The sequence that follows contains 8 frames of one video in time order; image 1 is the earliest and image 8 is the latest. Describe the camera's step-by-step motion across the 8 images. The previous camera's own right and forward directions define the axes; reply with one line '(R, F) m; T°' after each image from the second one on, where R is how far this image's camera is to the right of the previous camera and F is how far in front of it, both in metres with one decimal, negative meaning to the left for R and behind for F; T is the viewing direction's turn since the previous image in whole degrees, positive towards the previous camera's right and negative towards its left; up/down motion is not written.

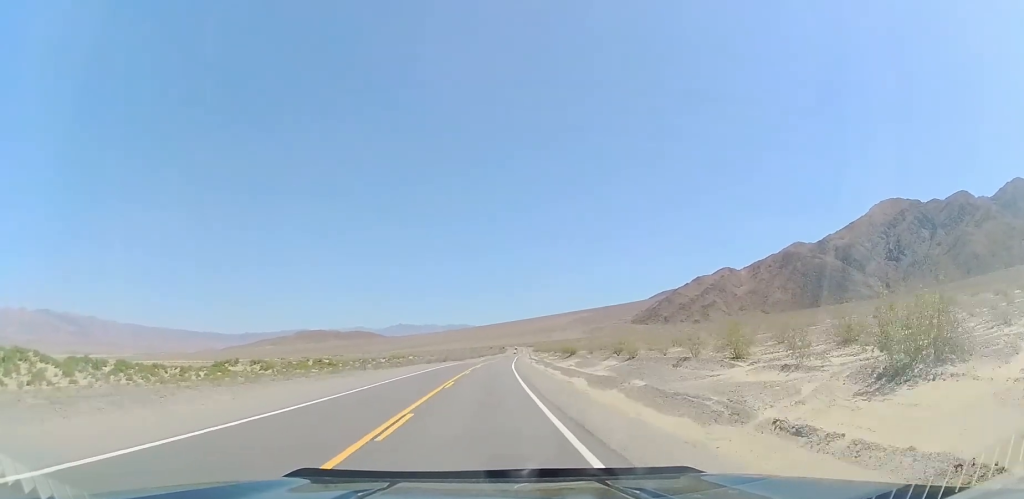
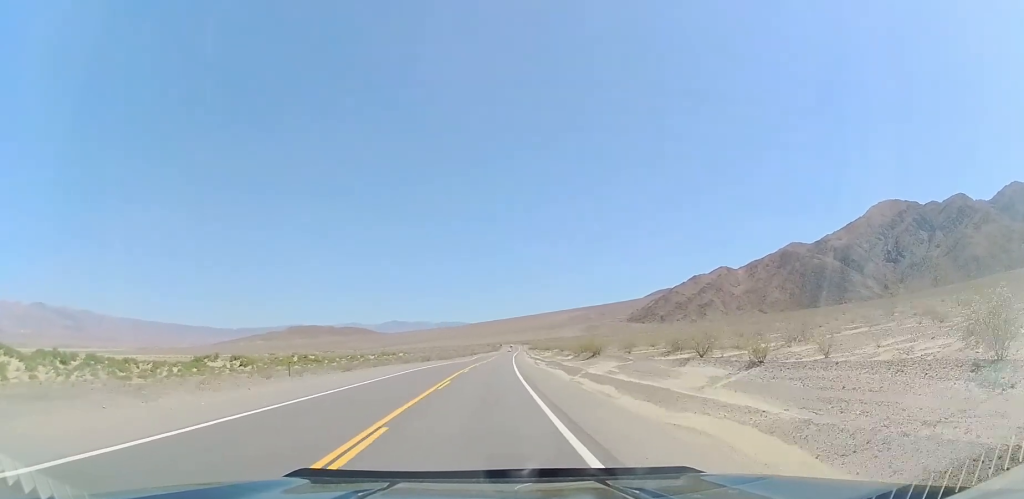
(+0.2, +17.9) m; +1°
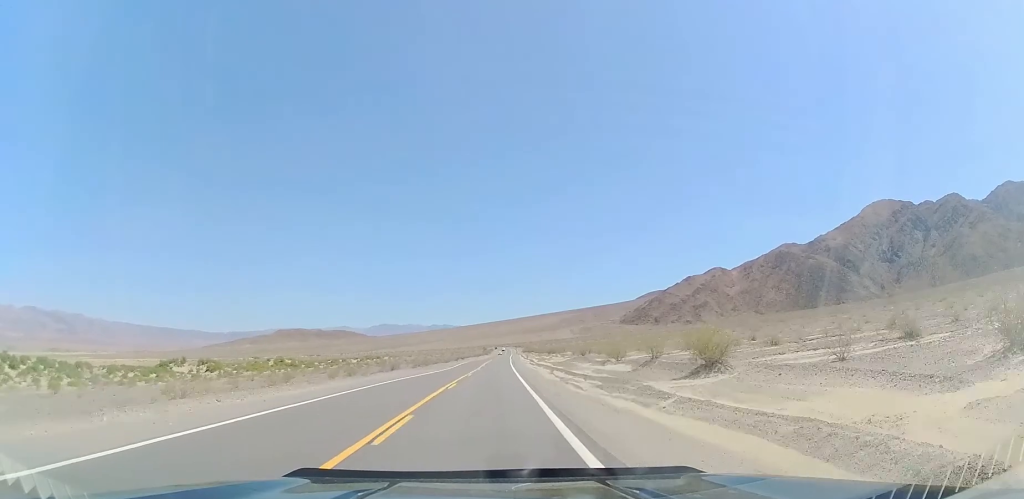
(-0.2, +26.7) m; +2°
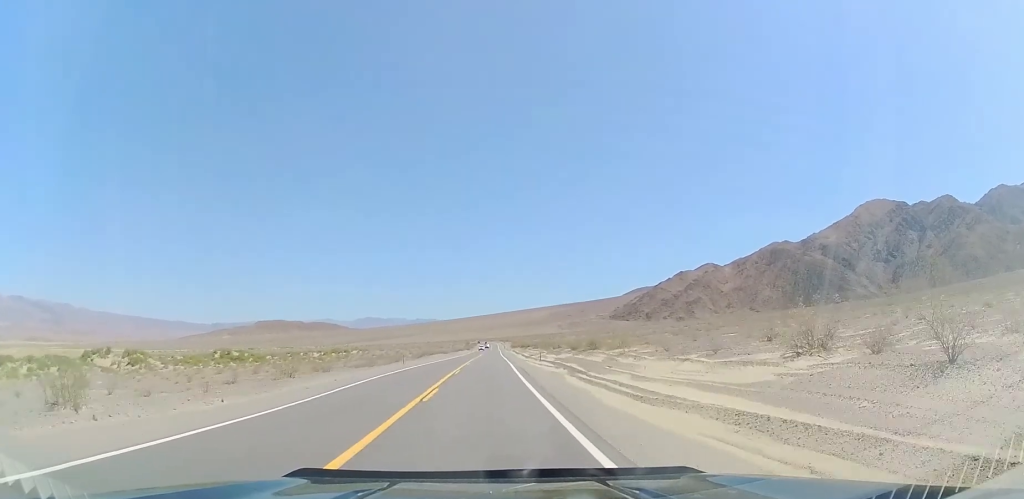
(+2.2, +52.8) m; +2°
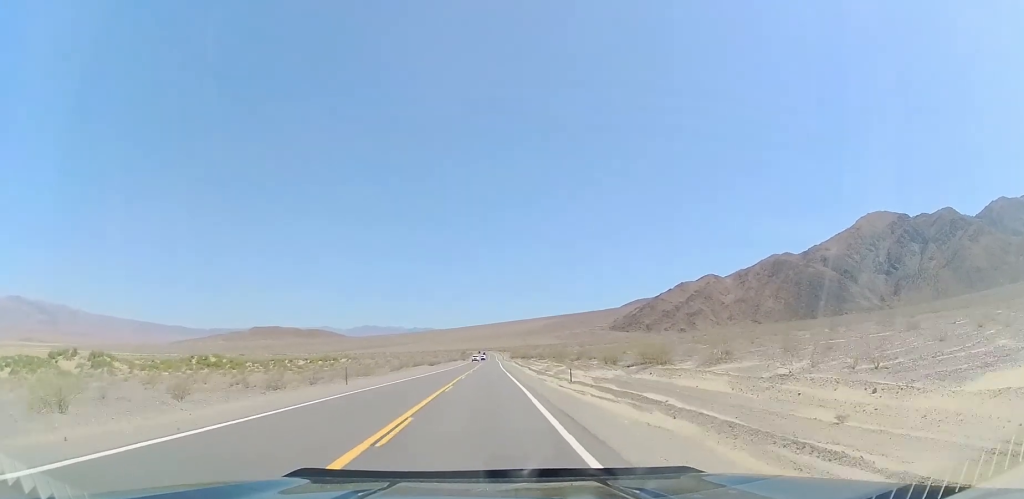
(0.0, +21.3) m; 0°
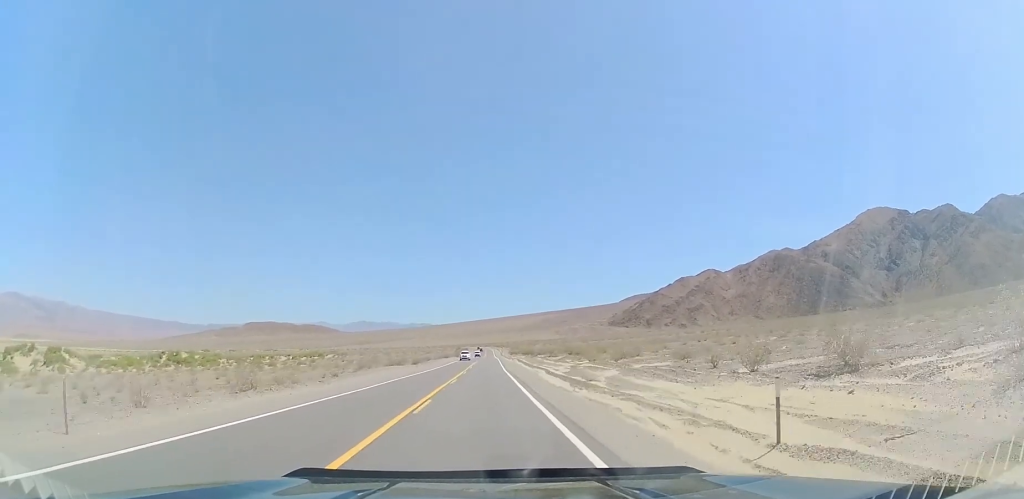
(0.0, +24.2) m; 0°
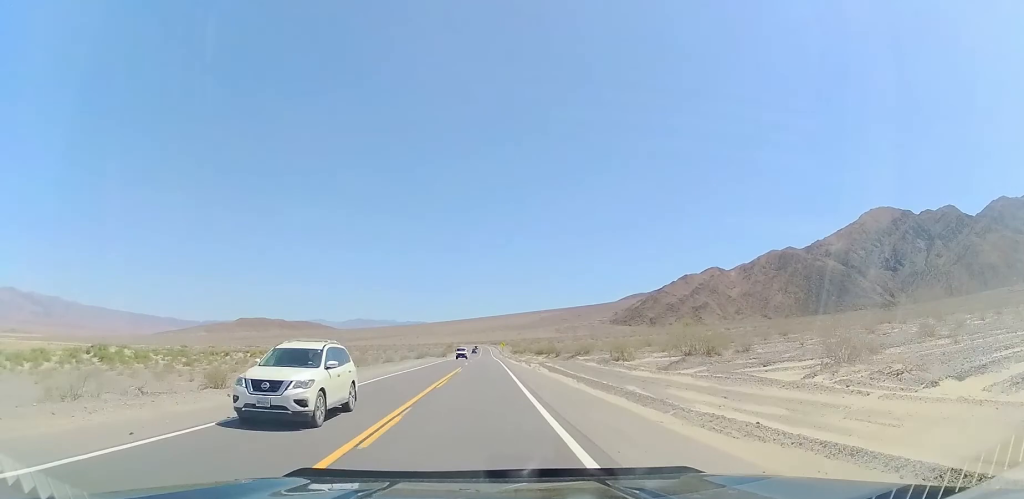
(-0.2, +49.5) m; 0°
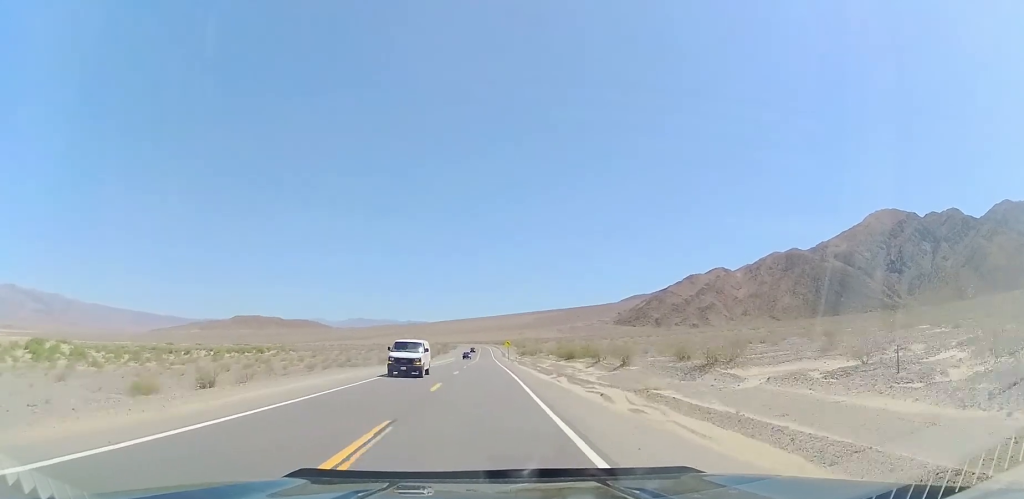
(+0.2, +34.7) m; 0°
